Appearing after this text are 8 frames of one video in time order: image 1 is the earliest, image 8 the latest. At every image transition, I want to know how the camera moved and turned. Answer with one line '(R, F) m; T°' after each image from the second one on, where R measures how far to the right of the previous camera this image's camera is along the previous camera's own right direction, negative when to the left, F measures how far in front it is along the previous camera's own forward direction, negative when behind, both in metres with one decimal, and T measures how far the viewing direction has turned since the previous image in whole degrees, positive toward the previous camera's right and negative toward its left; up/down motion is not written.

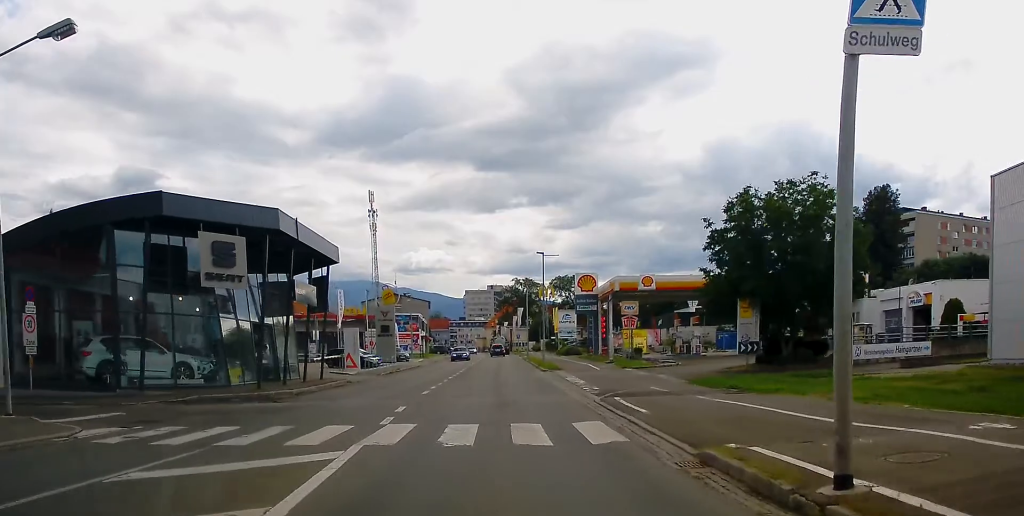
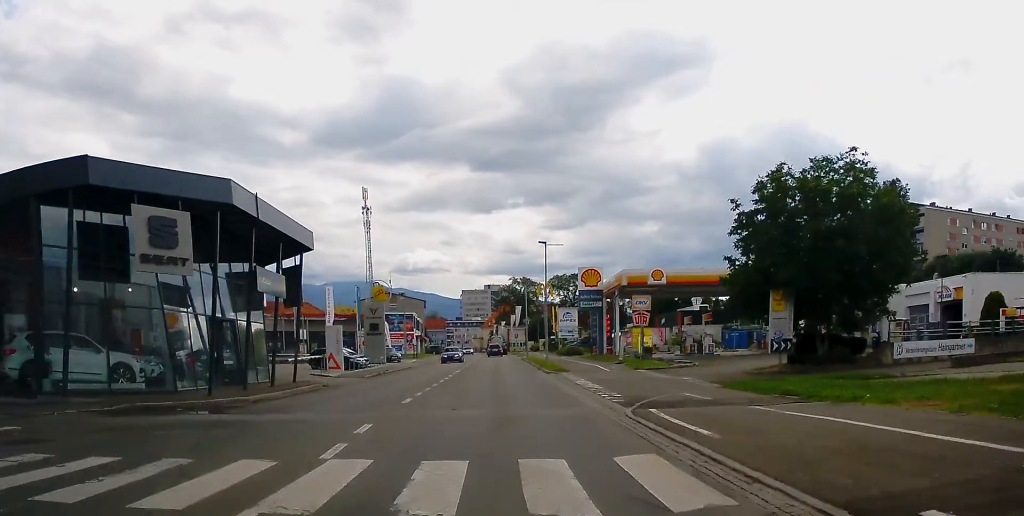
(0.0, +4.6) m; -1°
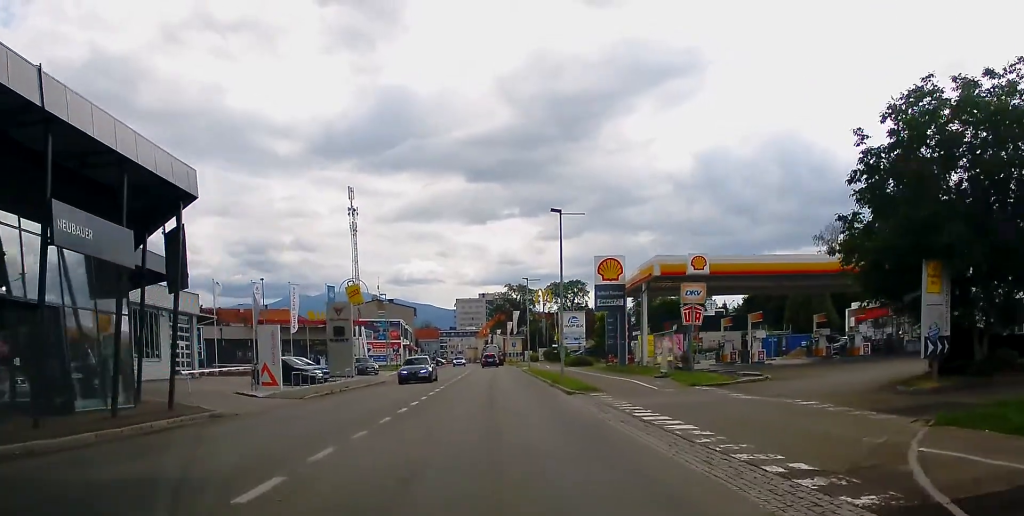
(-0.2, +12.3) m; -1°
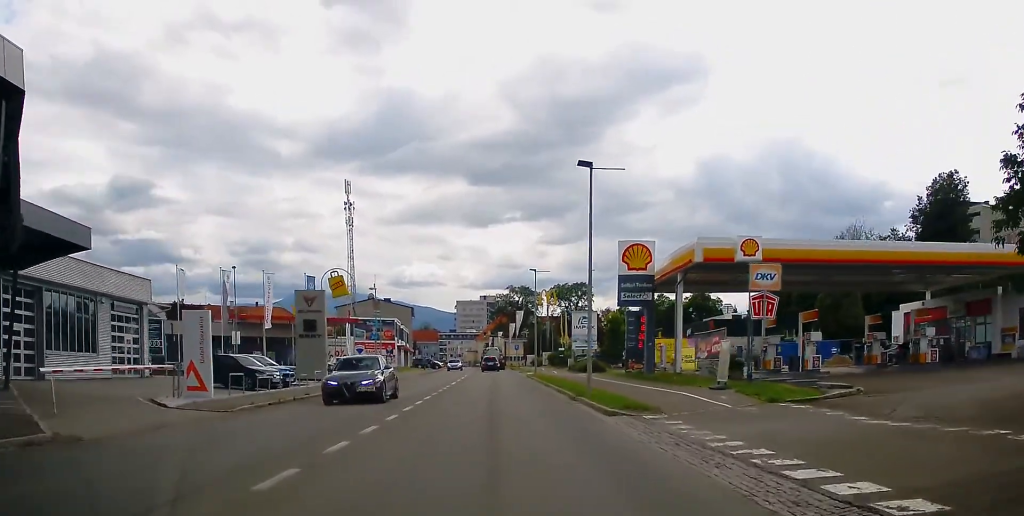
(0.0, +8.2) m; +1°
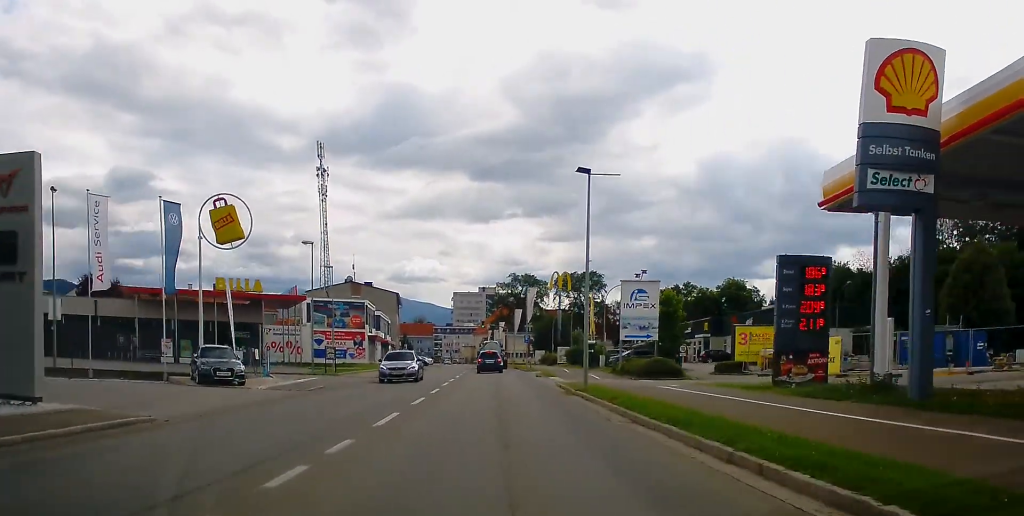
(0.0, +26.6) m; -1°
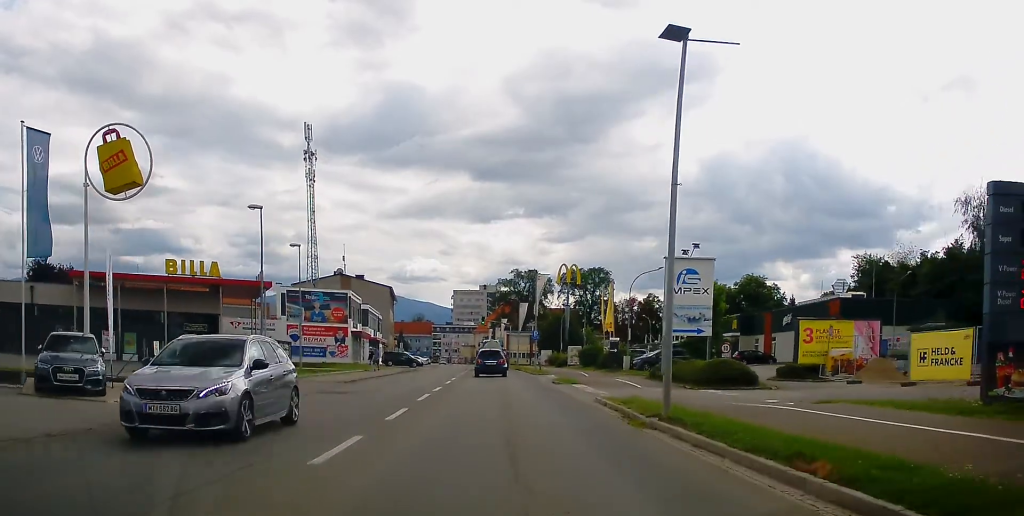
(0.0, +10.8) m; 0°
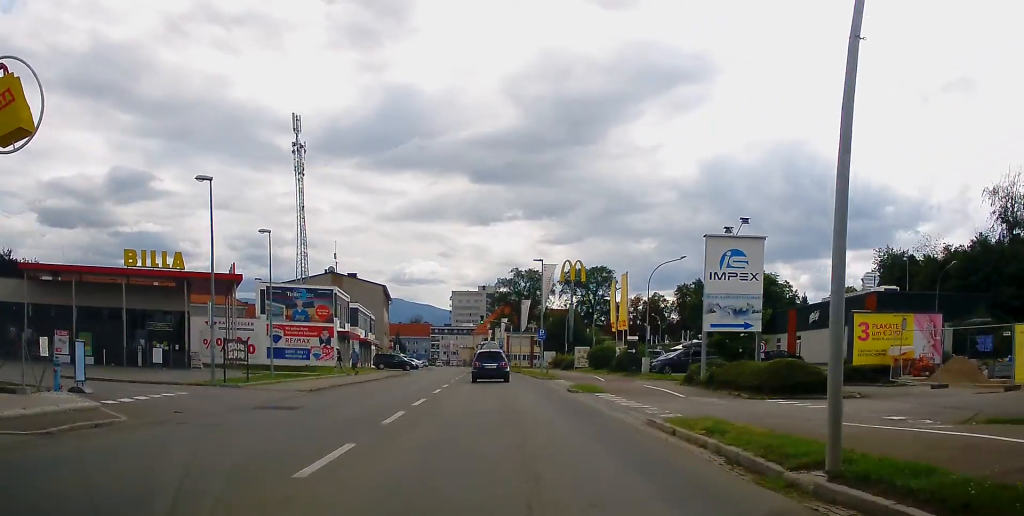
(0.0, +6.7) m; 0°
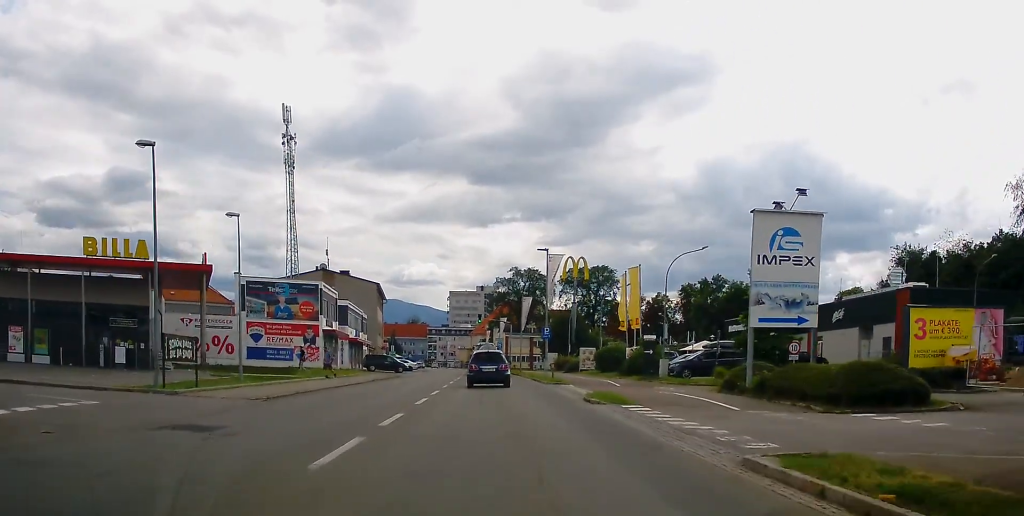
(0.0, +5.2) m; 0°
